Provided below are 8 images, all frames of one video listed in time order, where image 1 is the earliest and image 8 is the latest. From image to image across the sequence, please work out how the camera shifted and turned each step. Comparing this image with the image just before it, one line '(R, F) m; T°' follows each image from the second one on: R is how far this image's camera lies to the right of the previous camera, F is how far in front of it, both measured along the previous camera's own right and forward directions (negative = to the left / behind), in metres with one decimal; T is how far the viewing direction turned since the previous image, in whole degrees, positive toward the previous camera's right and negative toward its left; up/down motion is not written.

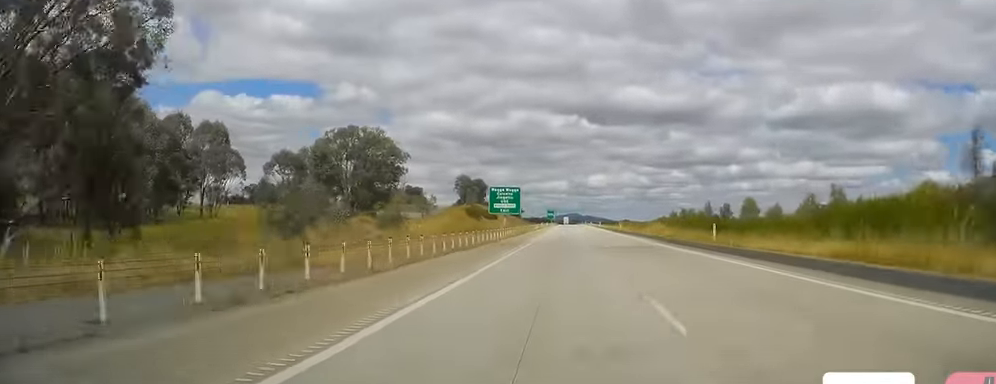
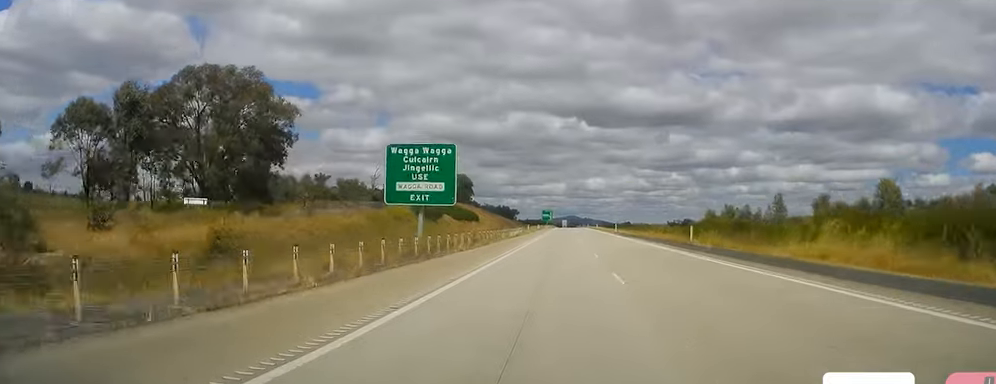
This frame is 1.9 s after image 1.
(-0.2, +55.5) m; -1°
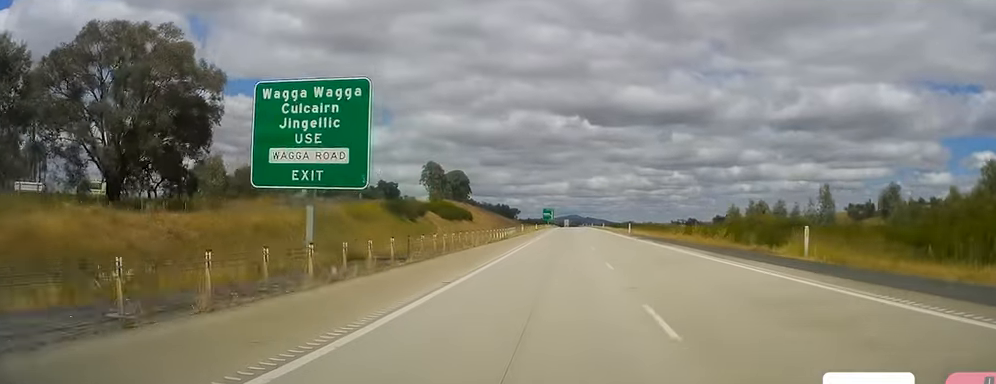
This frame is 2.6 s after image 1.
(+0.2, +19.2) m; 0°
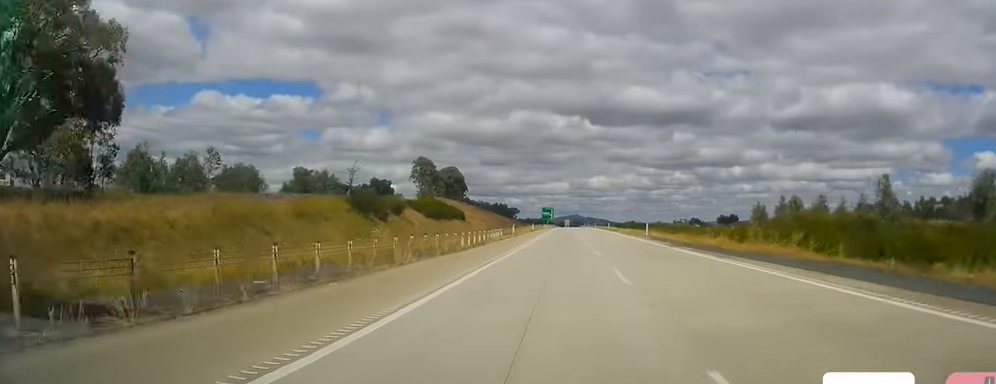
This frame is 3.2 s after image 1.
(0.0, +17.2) m; 0°
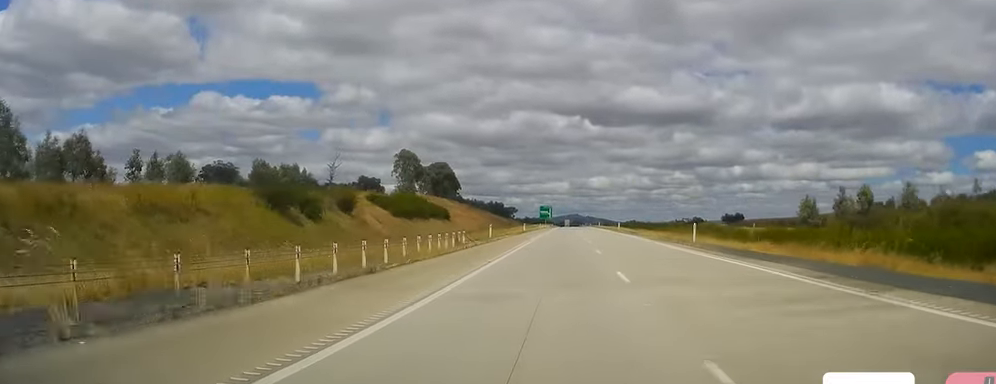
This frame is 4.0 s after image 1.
(-0.1, +23.8) m; 0°
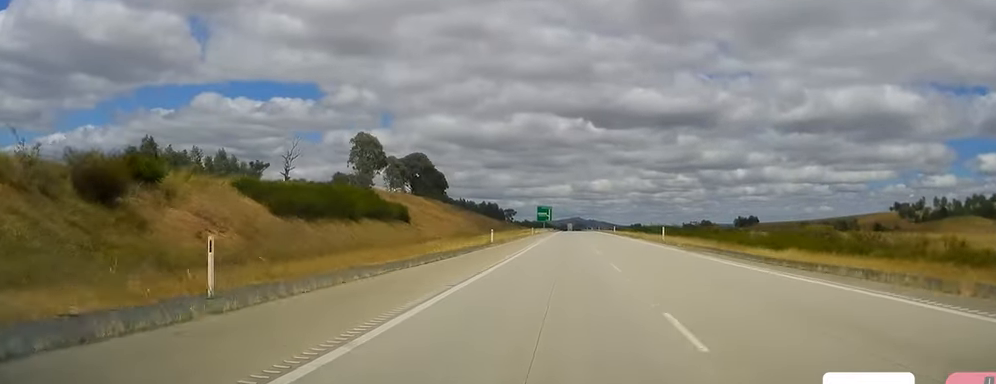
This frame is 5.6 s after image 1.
(-0.2, +44.9) m; +1°
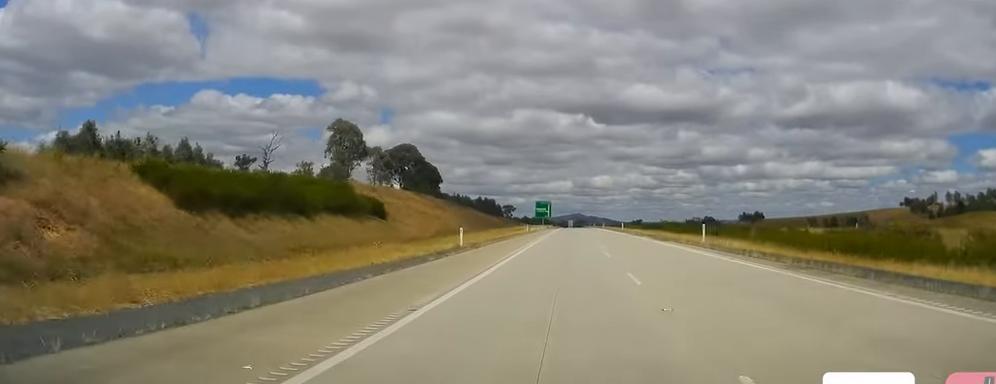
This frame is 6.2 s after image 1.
(+0.2, +16.2) m; 0°
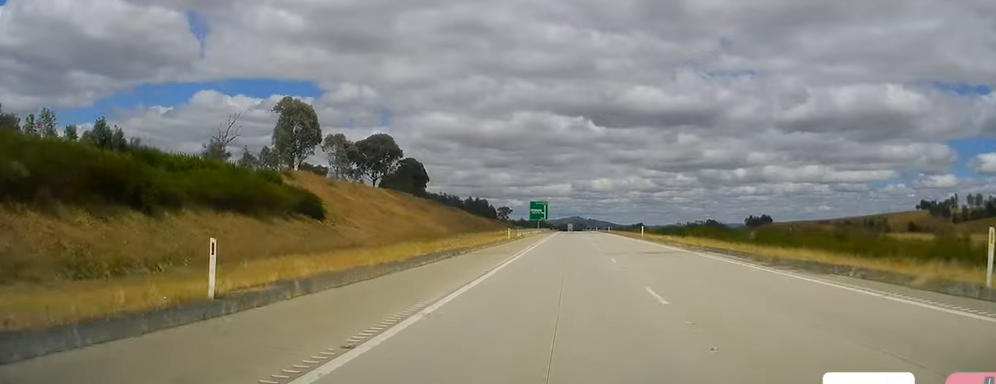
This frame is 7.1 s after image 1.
(+0.1, +27.7) m; -1°
